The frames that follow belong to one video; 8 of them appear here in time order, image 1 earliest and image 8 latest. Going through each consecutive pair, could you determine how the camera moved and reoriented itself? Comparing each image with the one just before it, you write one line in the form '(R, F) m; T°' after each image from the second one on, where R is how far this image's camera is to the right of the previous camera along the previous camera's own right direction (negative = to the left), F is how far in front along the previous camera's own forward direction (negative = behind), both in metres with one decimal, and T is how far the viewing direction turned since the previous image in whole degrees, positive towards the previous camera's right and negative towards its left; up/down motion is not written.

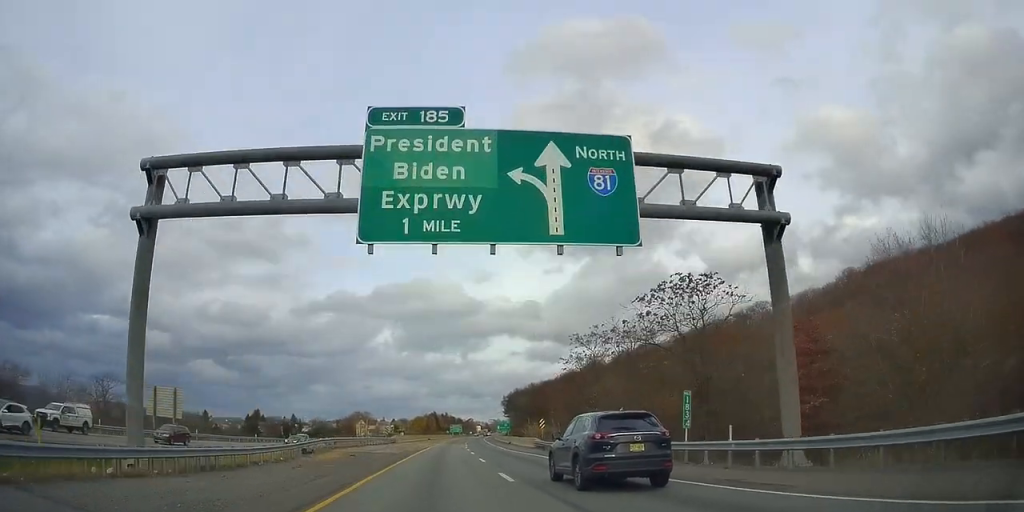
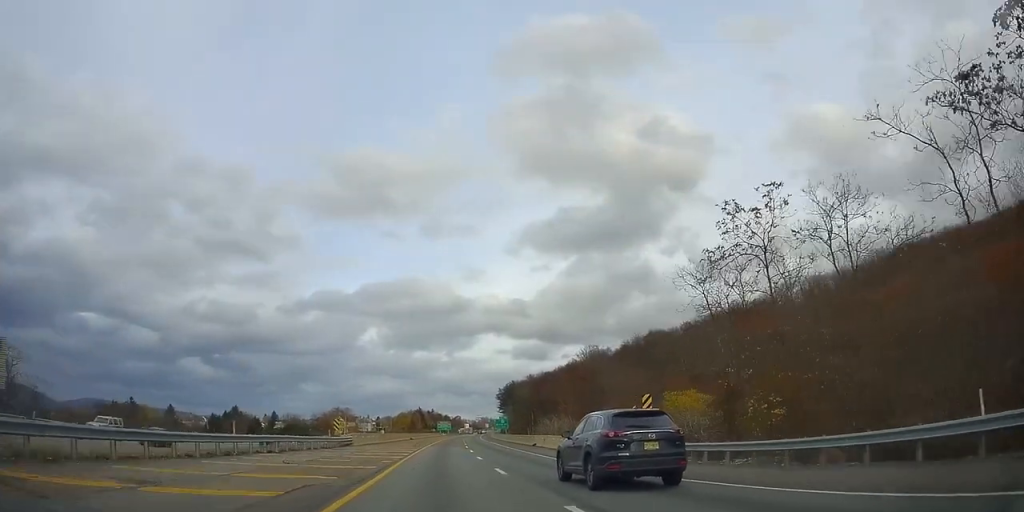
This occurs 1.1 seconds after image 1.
(+0.5, +33.0) m; +2°
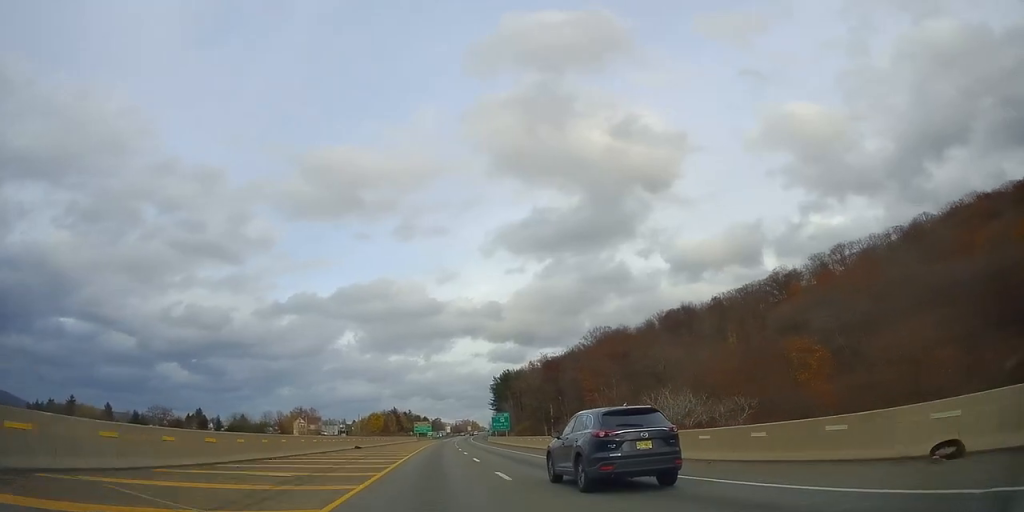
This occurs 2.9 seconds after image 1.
(+0.4, +51.2) m; 0°
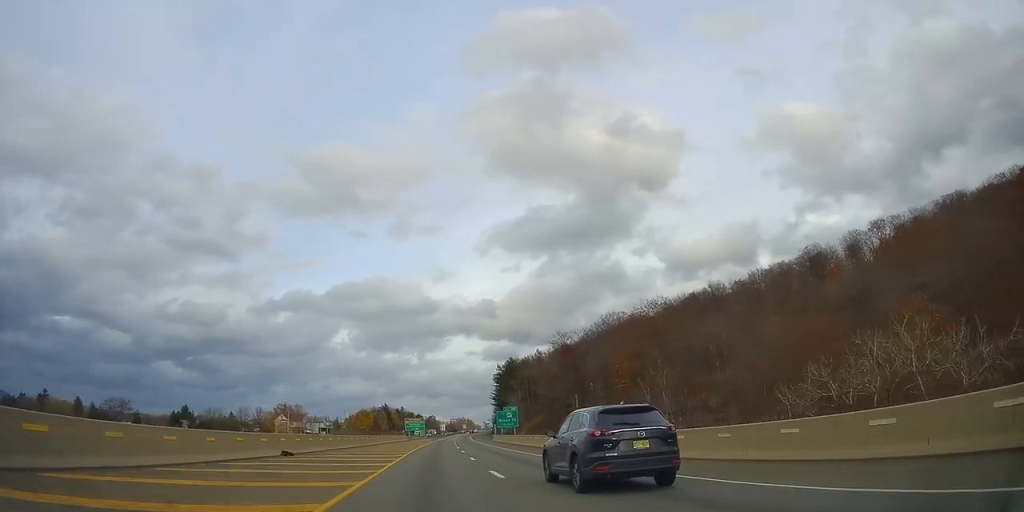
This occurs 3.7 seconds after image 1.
(0.0, +23.7) m; +1°
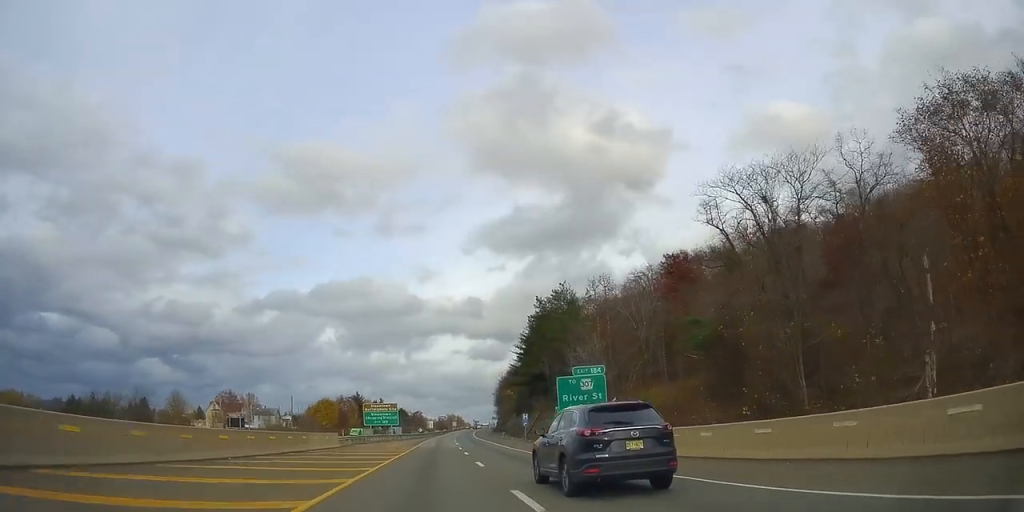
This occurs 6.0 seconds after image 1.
(+1.3, +68.4) m; +1°
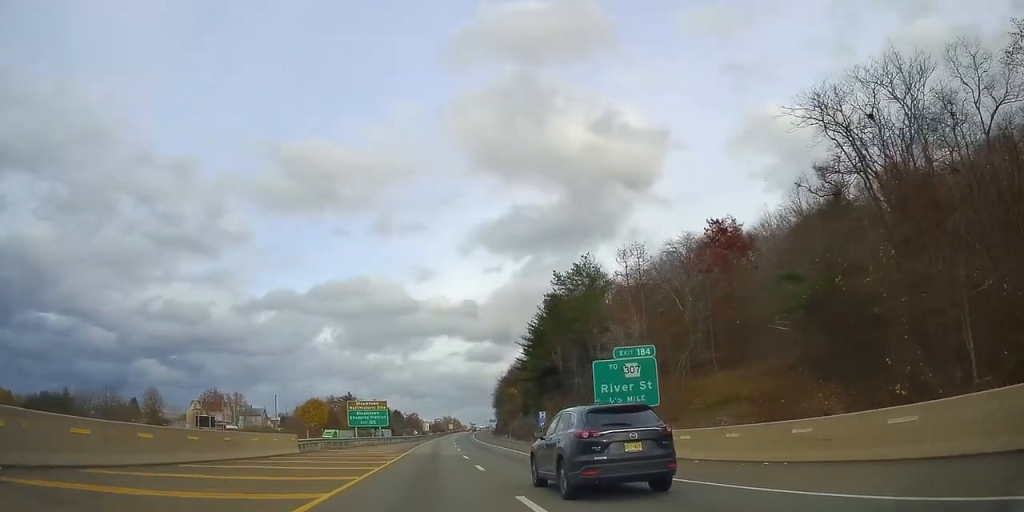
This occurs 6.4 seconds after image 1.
(-0.2, +12.9) m; 0°
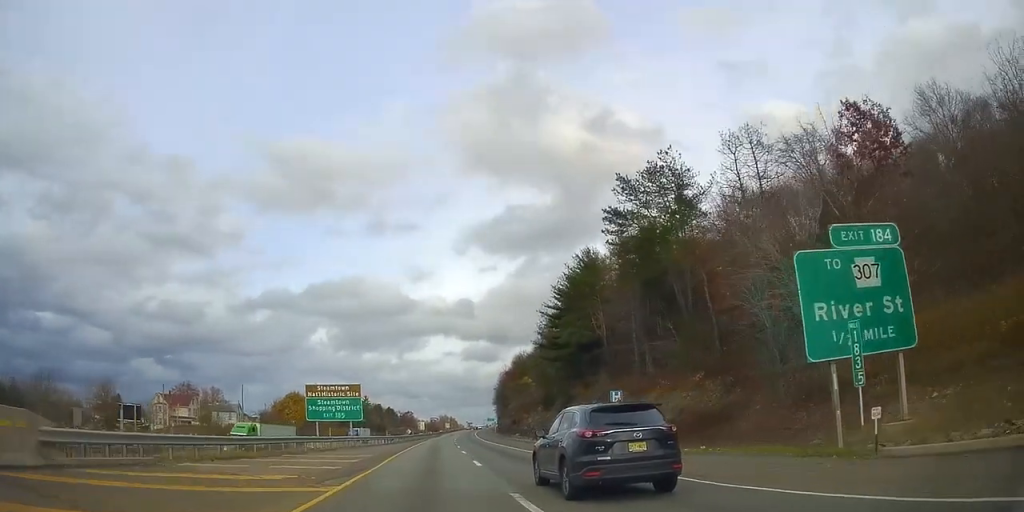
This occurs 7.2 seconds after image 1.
(+0.6, +23.2) m; +1°
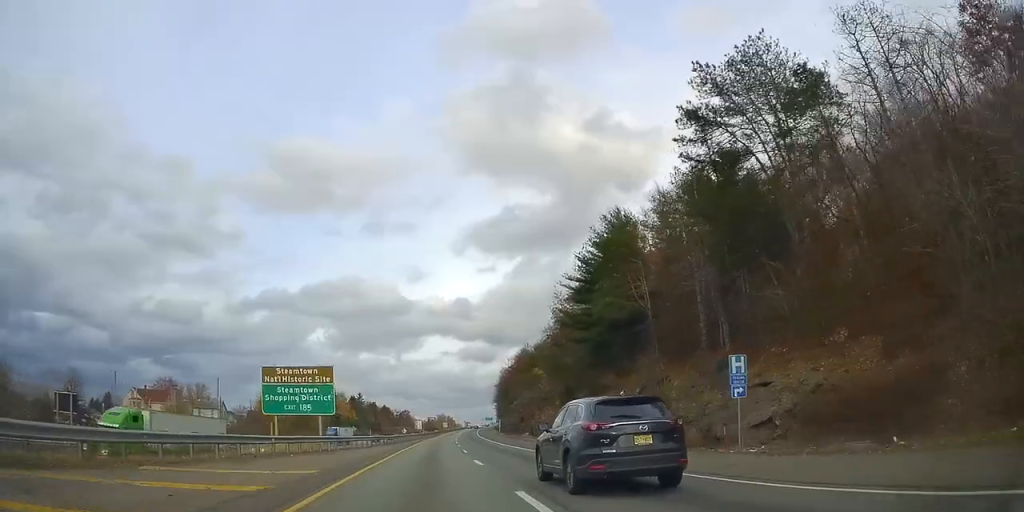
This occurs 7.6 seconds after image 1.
(0.0, +13.3) m; 0°
